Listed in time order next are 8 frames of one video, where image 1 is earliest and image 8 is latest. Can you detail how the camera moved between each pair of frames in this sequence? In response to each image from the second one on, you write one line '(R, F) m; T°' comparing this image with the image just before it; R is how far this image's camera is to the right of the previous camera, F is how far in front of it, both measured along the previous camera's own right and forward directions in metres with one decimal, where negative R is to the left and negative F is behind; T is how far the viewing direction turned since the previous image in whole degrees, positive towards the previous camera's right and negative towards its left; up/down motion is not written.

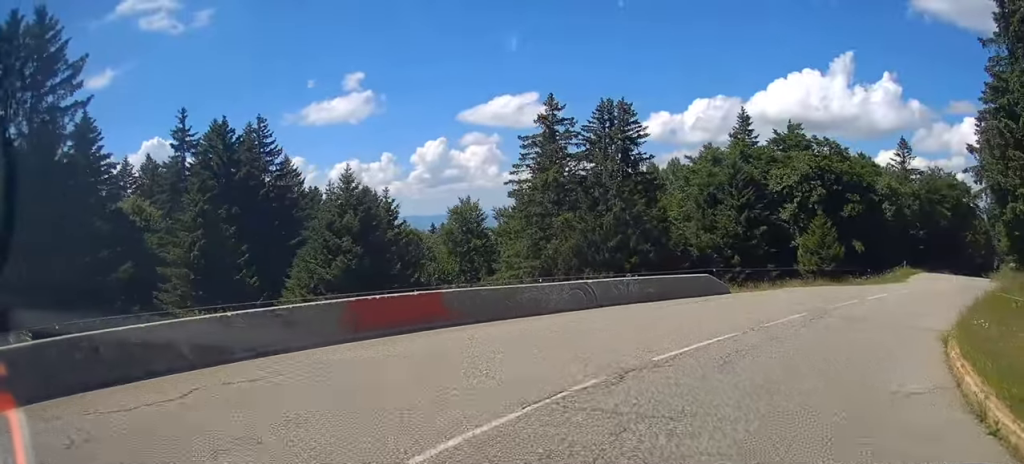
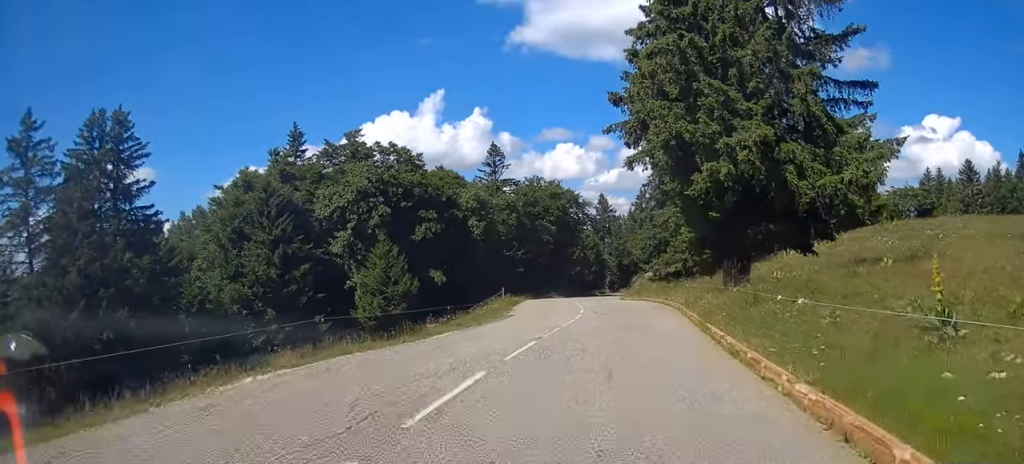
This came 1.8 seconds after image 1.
(+5.4, +12.9) m; +34°
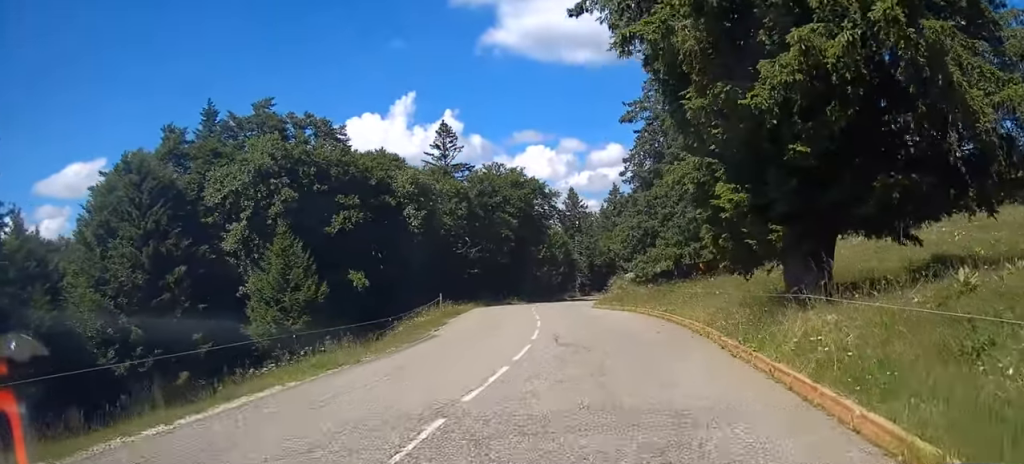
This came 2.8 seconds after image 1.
(+0.2, +10.3) m; +2°
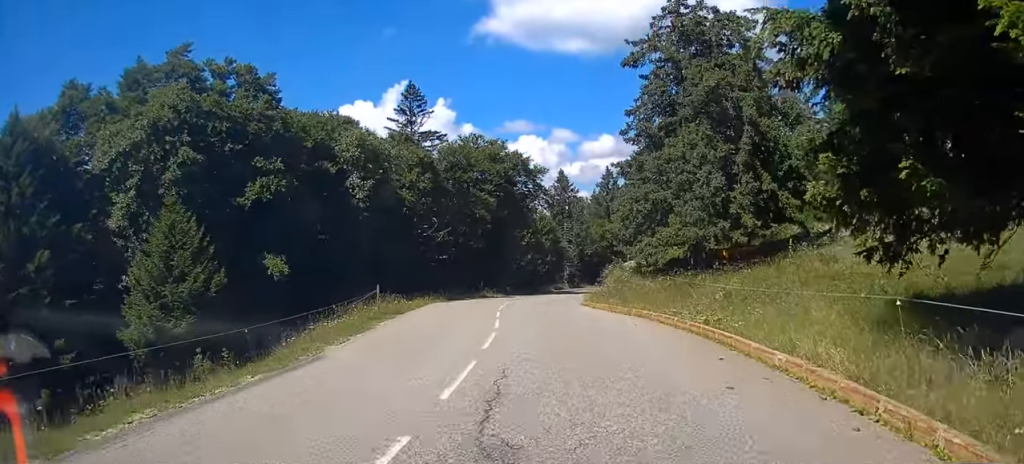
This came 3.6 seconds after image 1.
(+0.2, +8.5) m; 0°
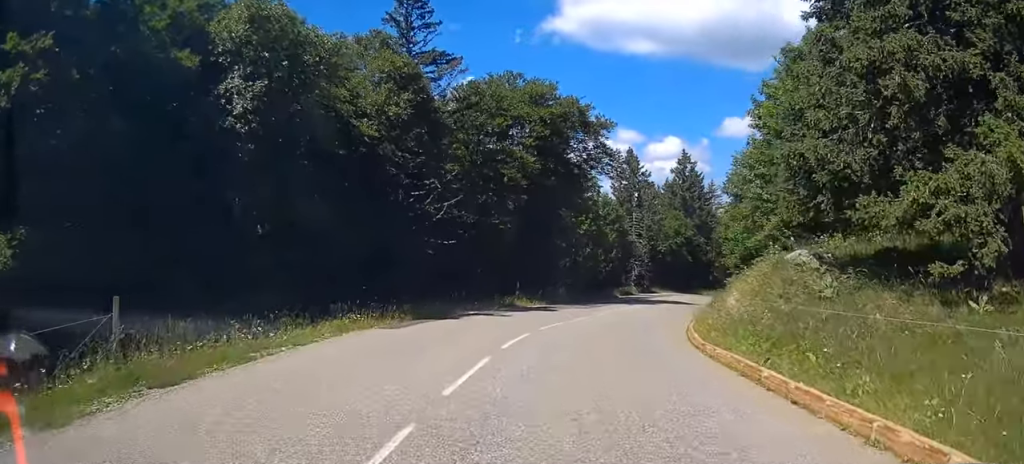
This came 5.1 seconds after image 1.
(-0.1, +18.0) m; +1°
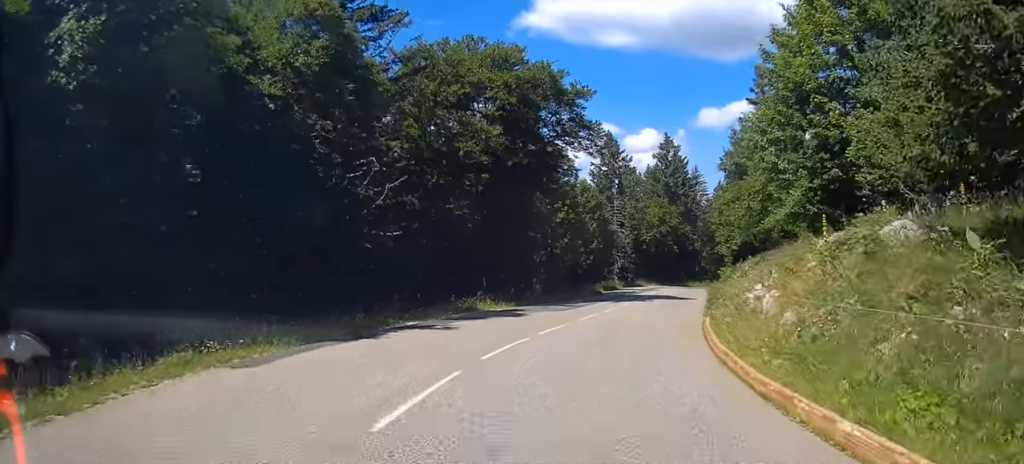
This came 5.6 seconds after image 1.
(-0.1, +6.1) m; +1°
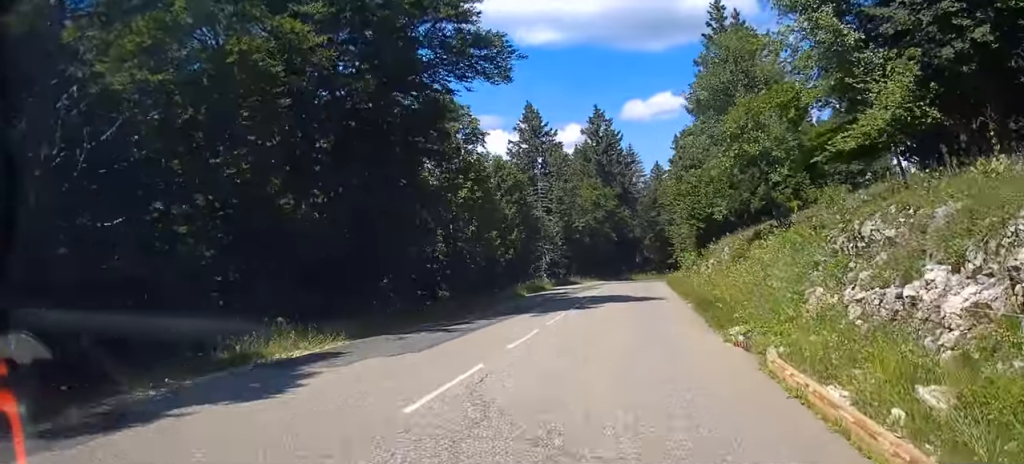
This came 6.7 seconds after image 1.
(+0.5, +12.9) m; +4°
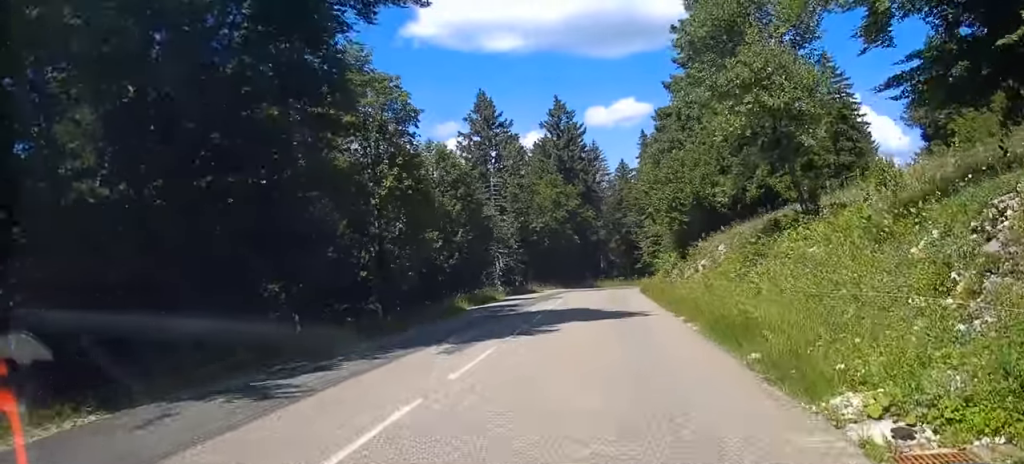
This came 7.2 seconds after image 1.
(+0.1, +6.8) m; +1°
